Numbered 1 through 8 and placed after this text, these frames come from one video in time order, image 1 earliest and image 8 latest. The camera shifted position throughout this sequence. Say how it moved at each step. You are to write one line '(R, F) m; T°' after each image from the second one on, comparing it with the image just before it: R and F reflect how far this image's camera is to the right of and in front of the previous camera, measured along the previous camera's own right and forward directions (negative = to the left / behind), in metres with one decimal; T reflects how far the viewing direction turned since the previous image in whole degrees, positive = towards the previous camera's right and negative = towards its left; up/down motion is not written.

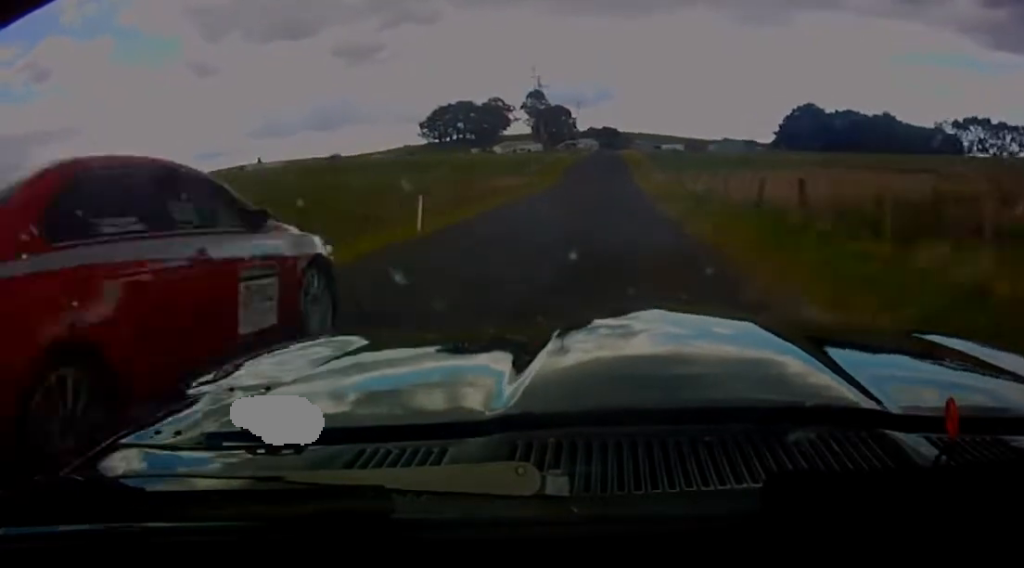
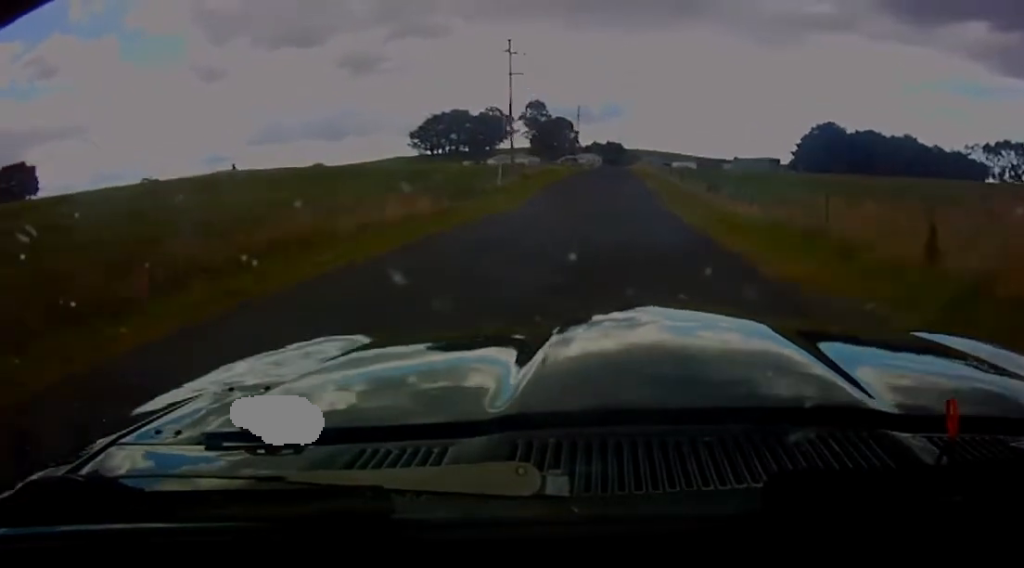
(-0.1, +27.8) m; 0°
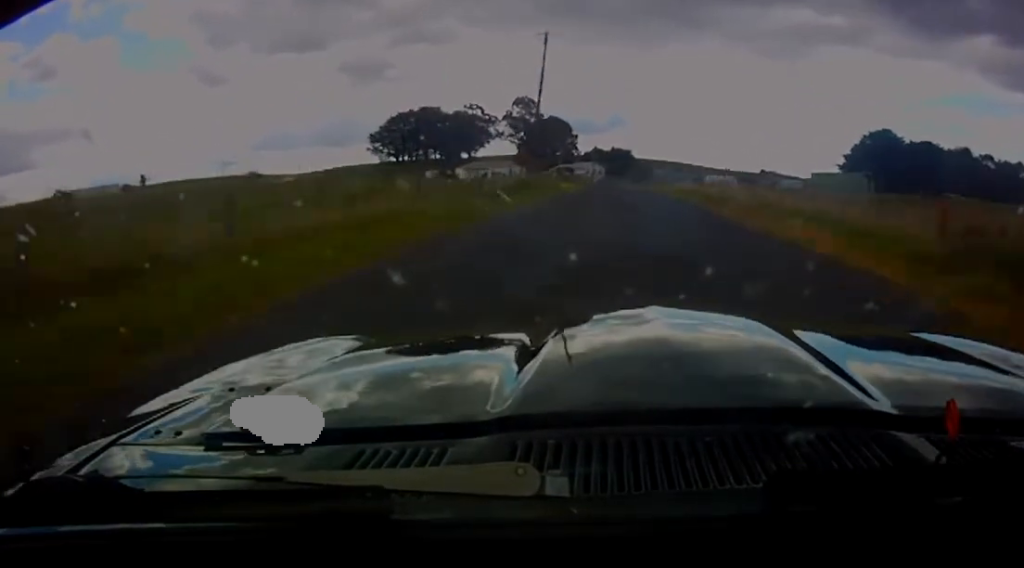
(0.0, +67.5) m; -1°
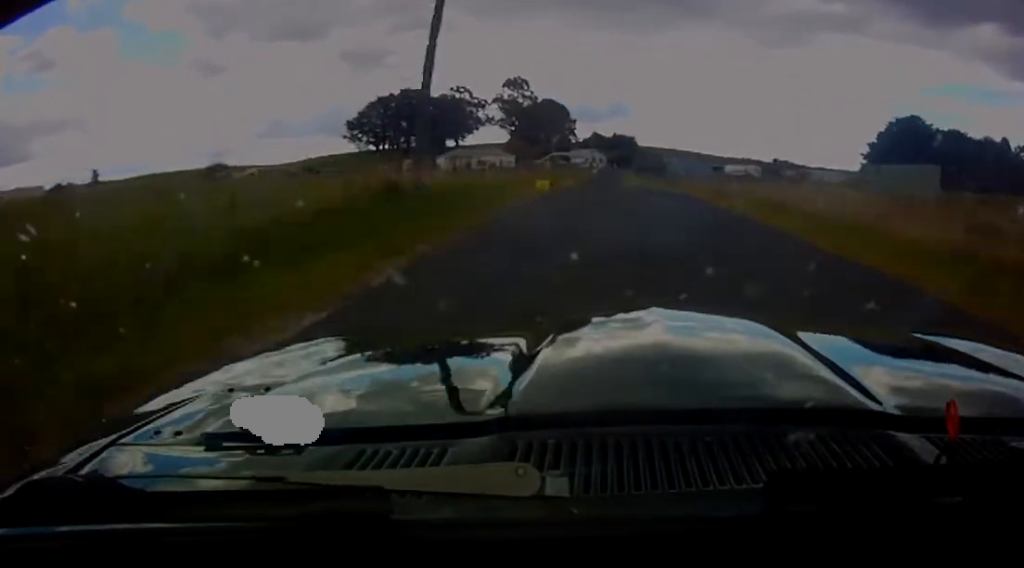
(-0.1, +26.8) m; 0°
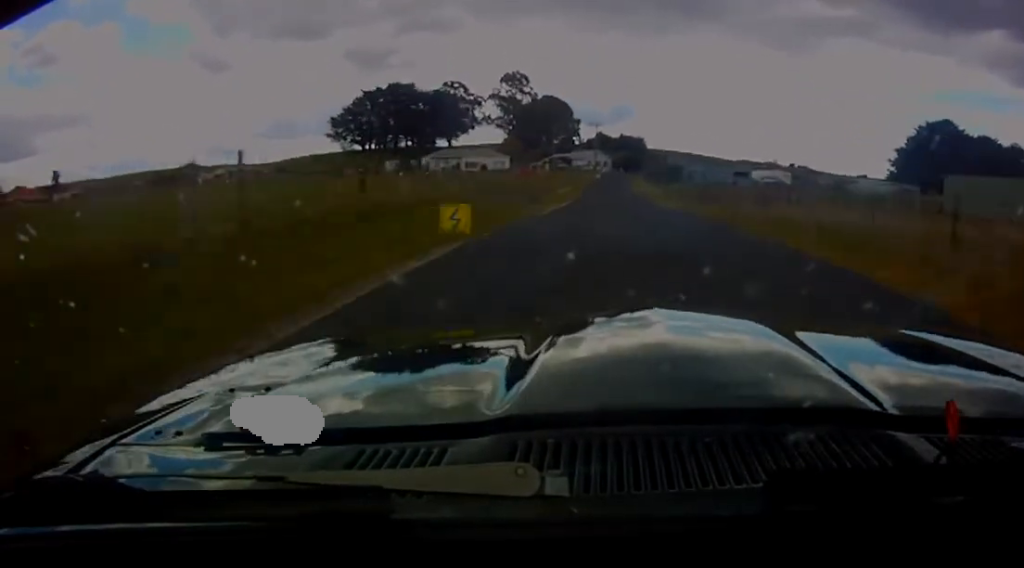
(-0.1, +21.6) m; 0°
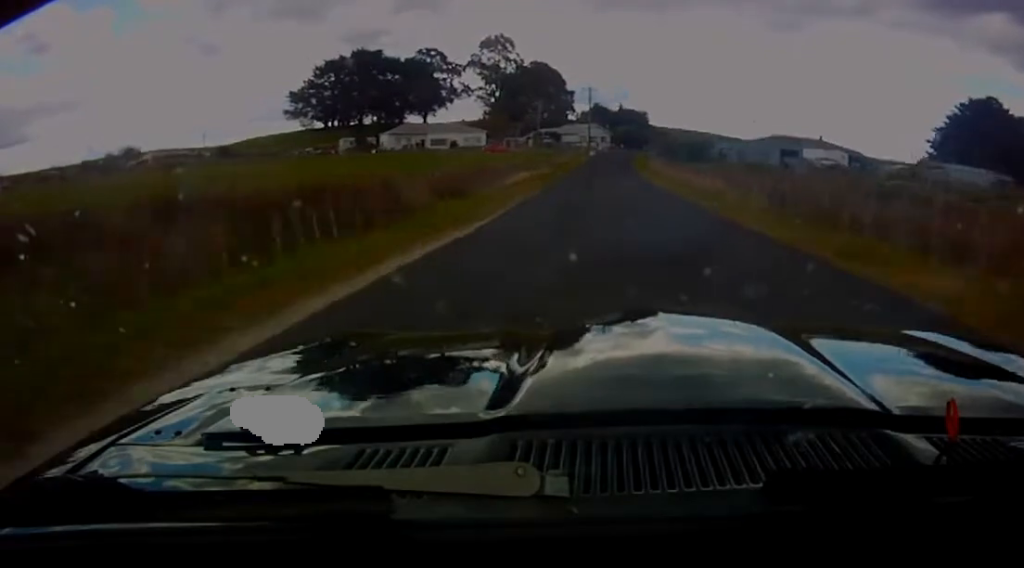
(+0.1, +29.8) m; +1°
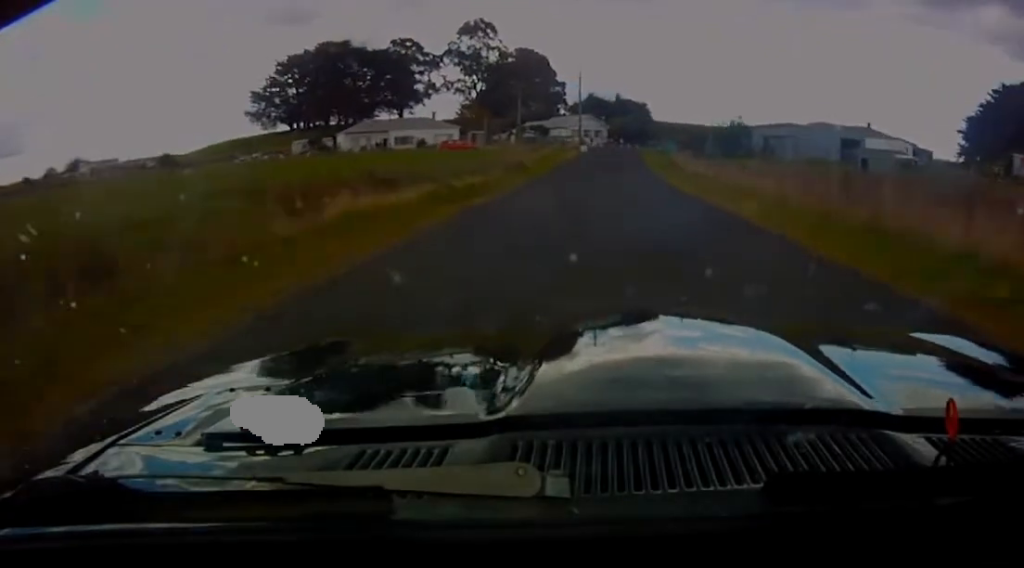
(0.0, +20.2) m; +1°
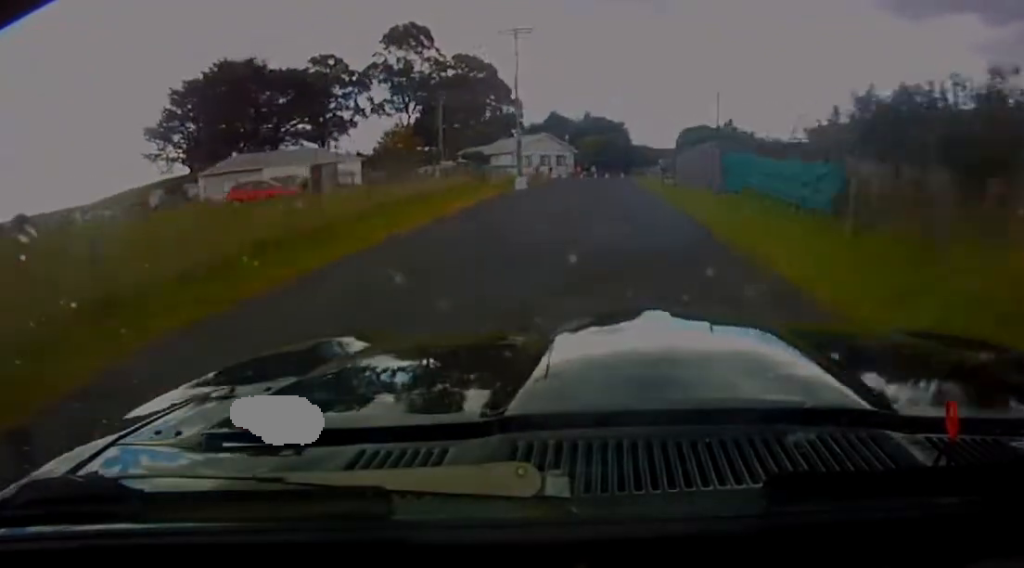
(+0.5, +30.8) m; +1°
